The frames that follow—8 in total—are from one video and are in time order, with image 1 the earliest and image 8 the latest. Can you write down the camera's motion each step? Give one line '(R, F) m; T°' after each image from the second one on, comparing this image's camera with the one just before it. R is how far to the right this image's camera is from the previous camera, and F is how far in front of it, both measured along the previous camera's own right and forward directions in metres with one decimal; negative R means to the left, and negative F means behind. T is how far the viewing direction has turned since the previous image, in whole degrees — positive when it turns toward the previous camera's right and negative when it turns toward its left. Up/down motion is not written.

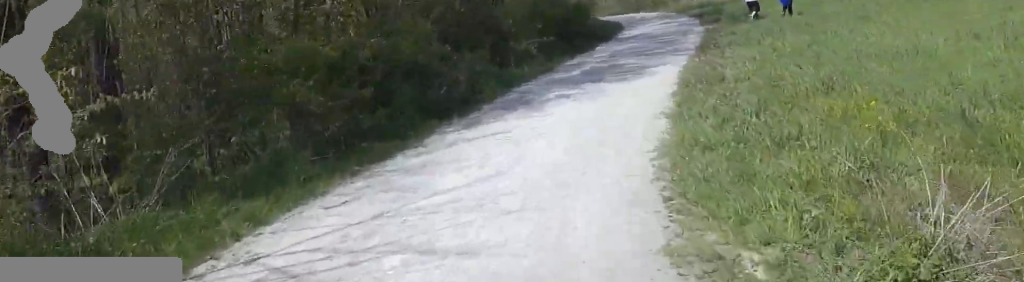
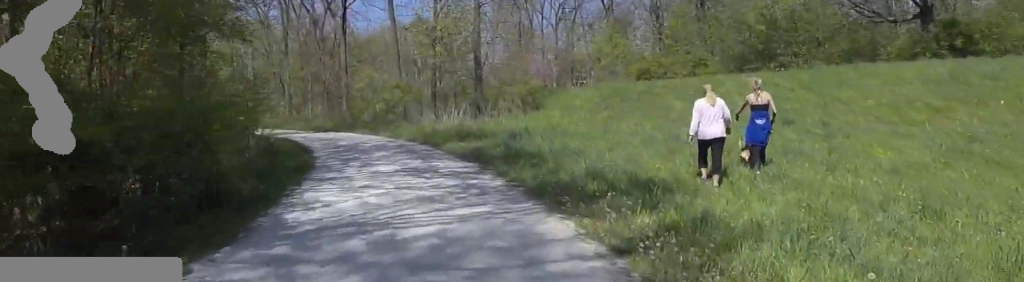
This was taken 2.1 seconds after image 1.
(+2.4, +12.8) m; +16°
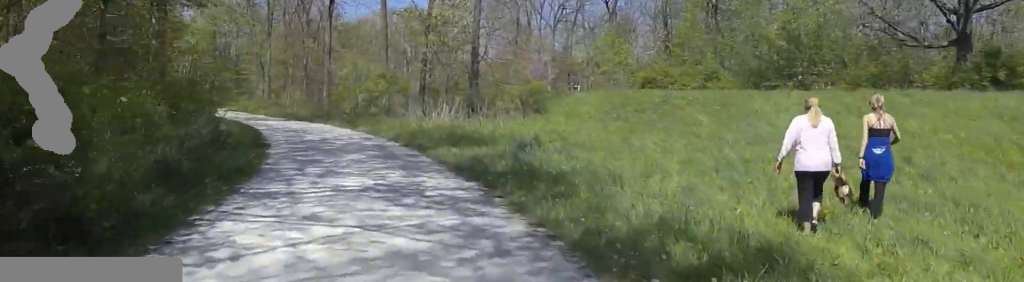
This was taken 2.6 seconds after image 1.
(0.0, +3.0) m; 0°
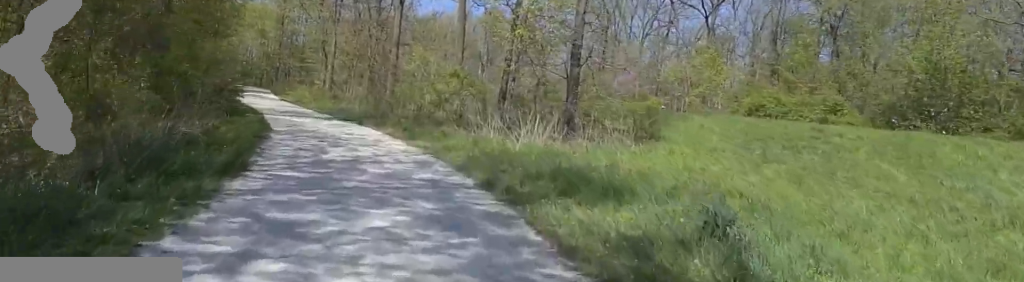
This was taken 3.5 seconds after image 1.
(0.0, +5.4) m; -5°
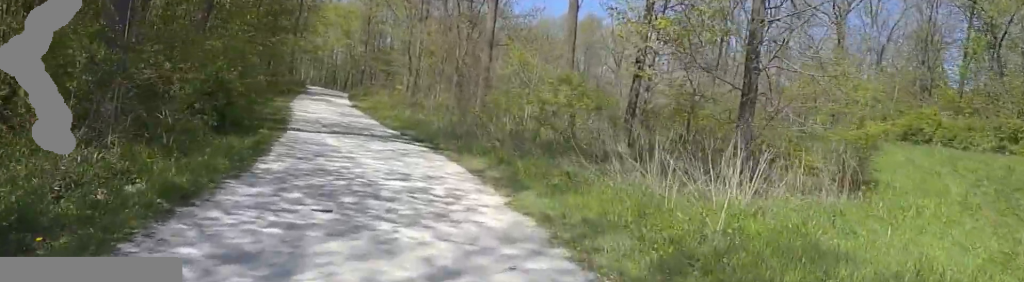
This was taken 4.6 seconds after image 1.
(-0.5, +5.7) m; -1°
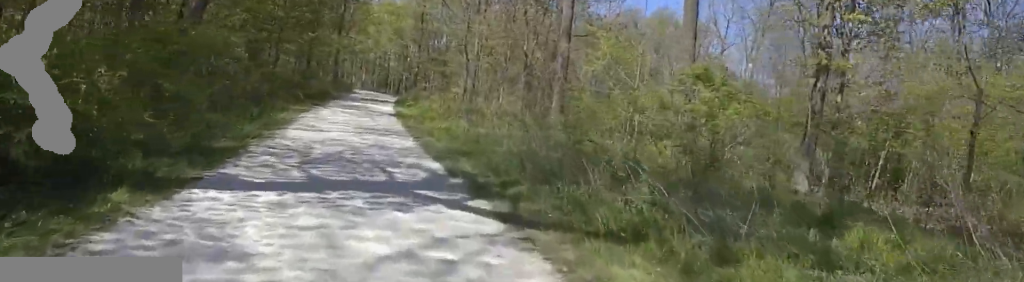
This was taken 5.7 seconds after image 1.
(+0.4, +6.5) m; -6°
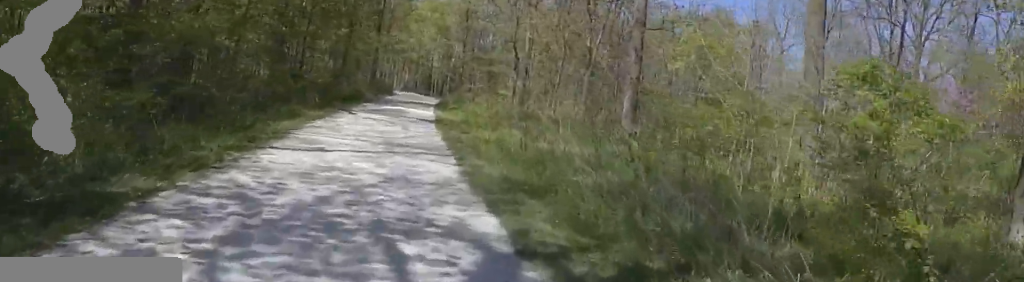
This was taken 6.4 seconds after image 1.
(-0.6, +4.1) m; -6°
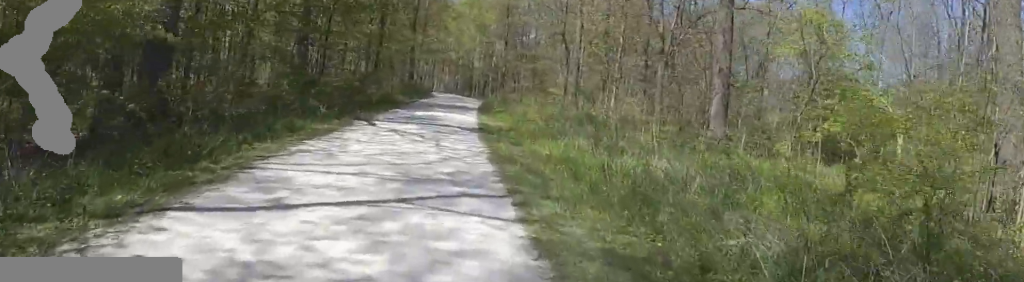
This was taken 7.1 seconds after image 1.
(-0.2, +4.3) m; -2°
